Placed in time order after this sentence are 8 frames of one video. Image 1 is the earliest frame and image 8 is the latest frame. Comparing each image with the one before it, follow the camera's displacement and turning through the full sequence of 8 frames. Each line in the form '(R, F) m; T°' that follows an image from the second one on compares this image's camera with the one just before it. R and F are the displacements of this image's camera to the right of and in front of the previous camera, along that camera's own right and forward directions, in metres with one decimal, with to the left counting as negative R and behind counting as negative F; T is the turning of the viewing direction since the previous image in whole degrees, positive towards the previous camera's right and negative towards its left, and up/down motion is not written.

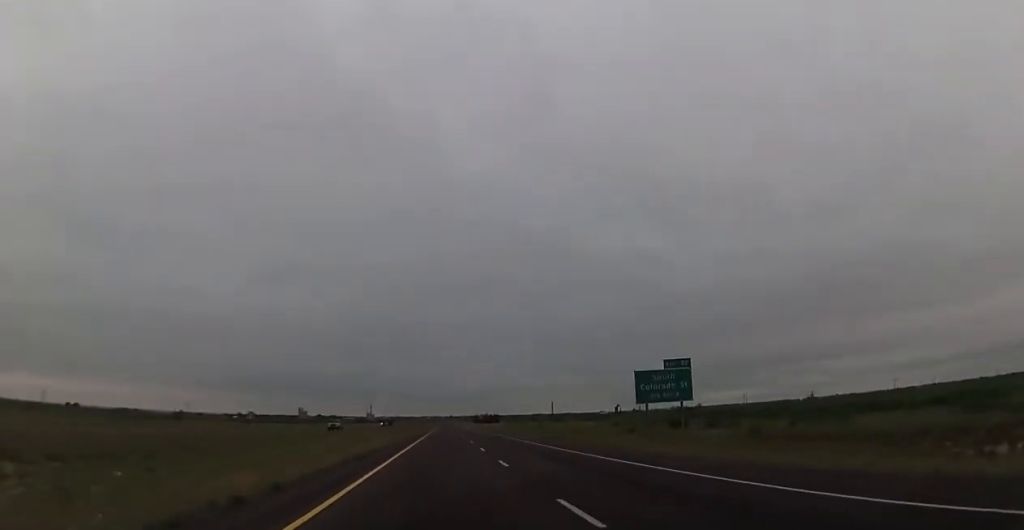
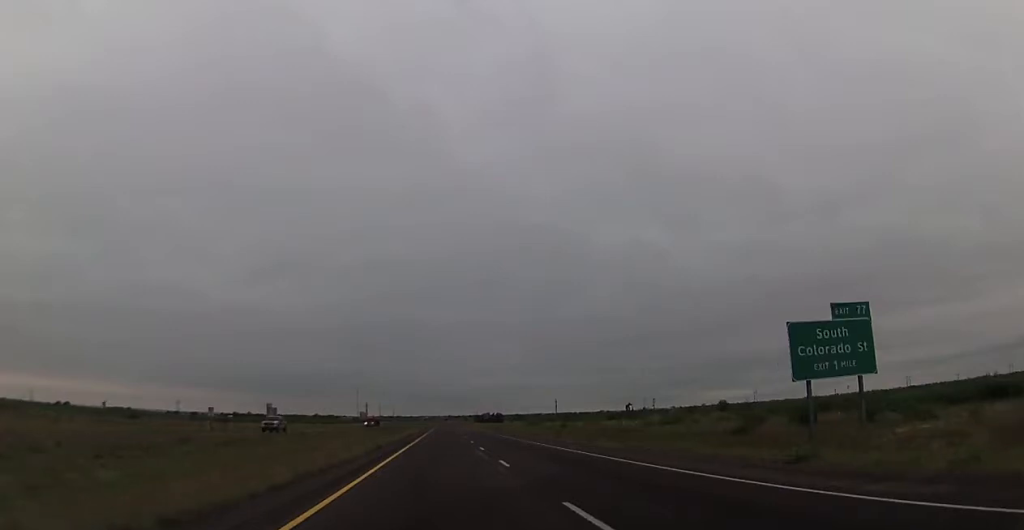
(-0.4, +24.7) m; 0°
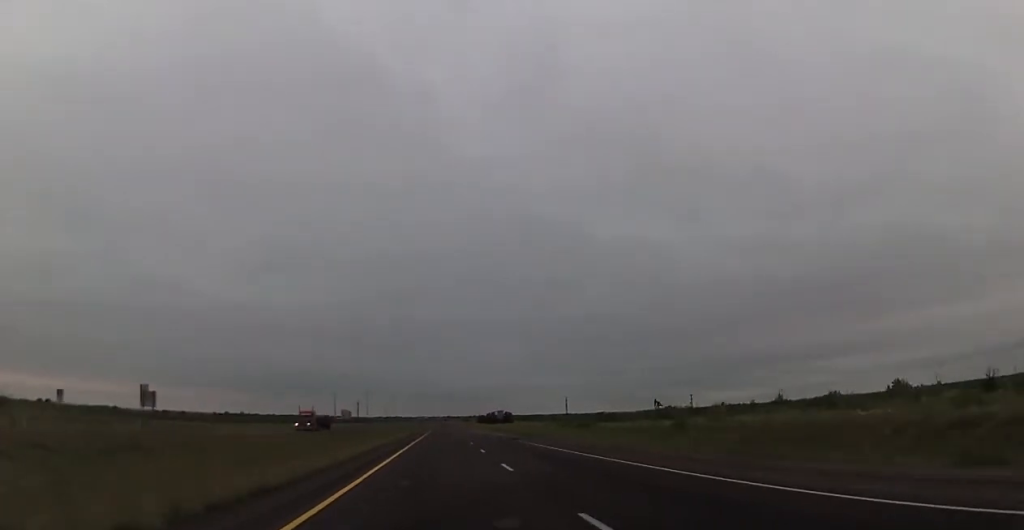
(+0.6, +49.6) m; +1°
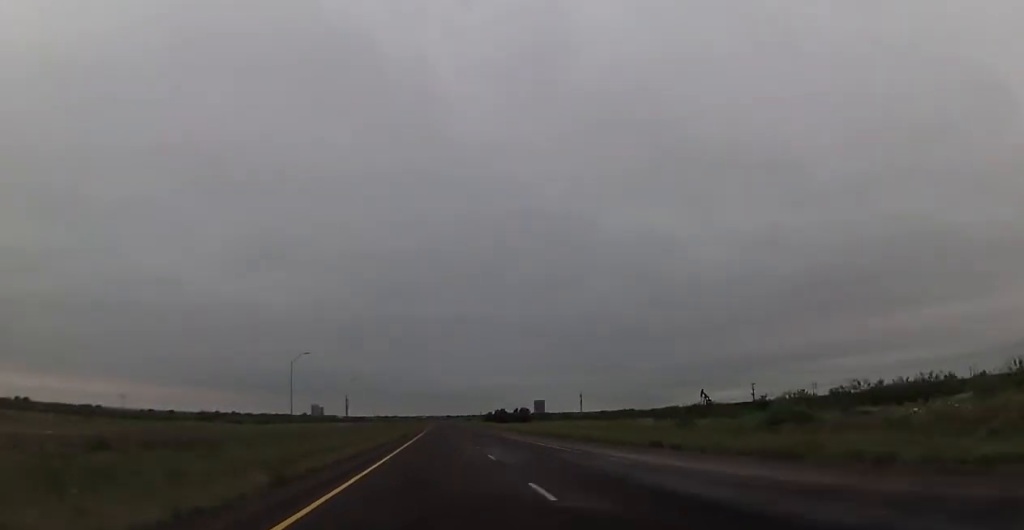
(+0.1, +55.8) m; -1°
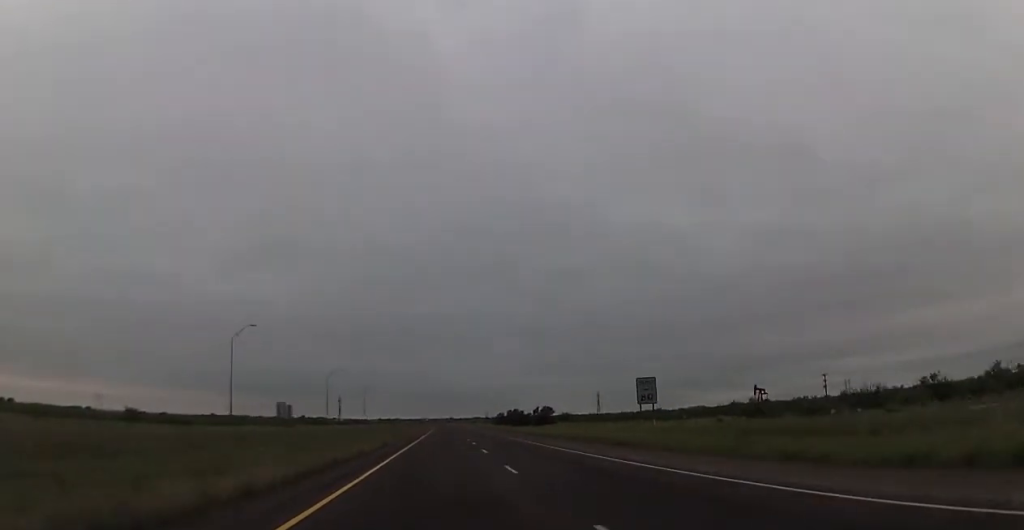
(-0.5, +42.1) m; 0°
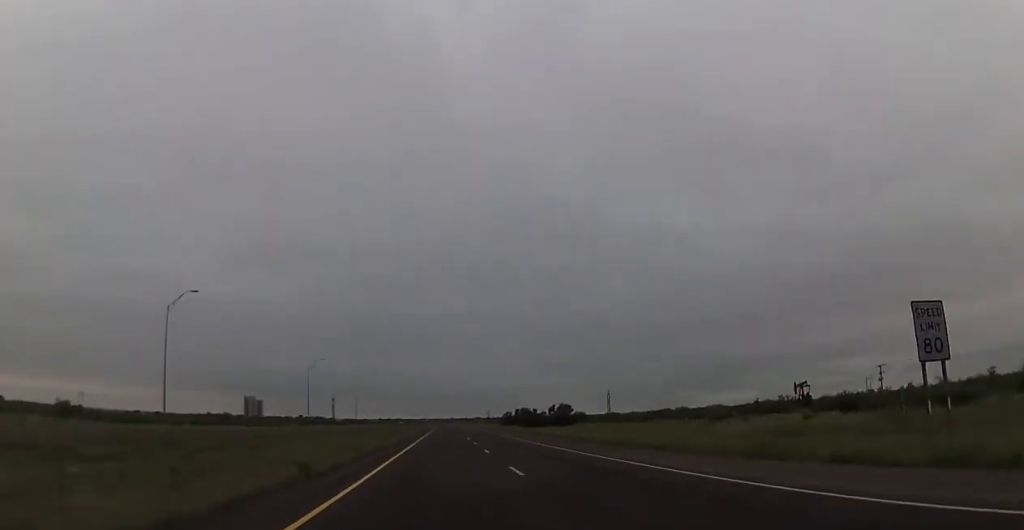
(+0.2, +24.8) m; 0°
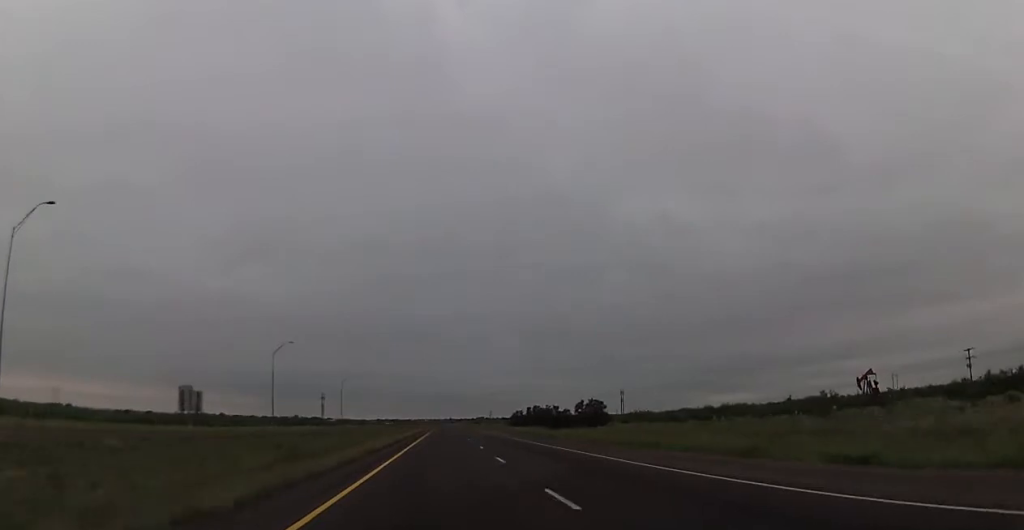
(+0.3, +31.0) m; +1°
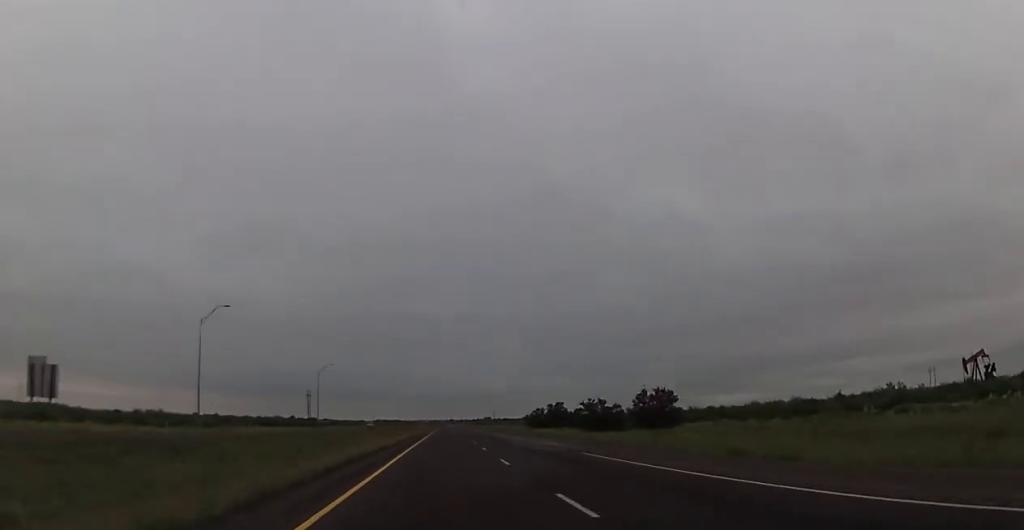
(+0.1, +37.2) m; 0°
